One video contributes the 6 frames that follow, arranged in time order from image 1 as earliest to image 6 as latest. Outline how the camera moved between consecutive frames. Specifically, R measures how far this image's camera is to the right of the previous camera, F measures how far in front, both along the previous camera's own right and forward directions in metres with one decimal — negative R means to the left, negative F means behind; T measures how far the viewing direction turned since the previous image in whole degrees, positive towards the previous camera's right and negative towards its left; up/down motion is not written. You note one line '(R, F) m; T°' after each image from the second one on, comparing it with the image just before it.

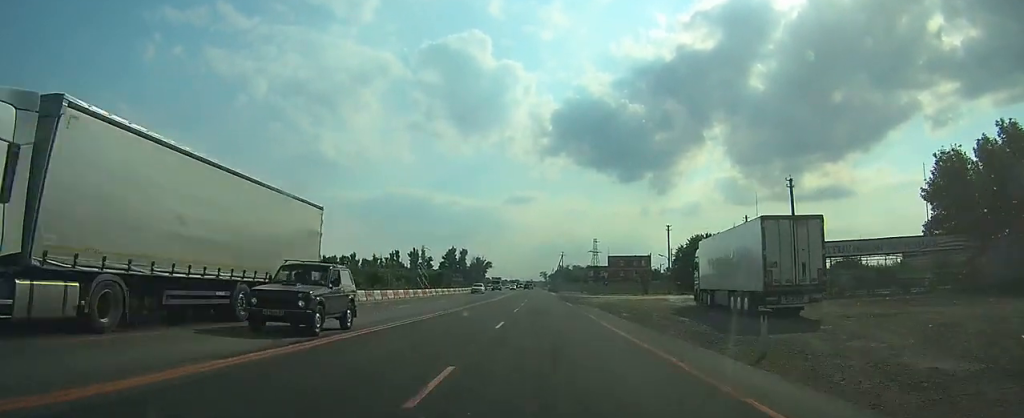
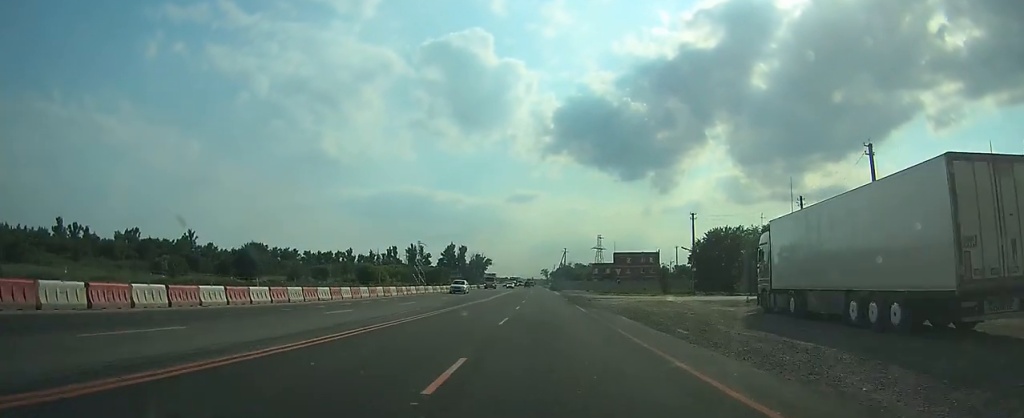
(0.0, +11.0) m; 0°
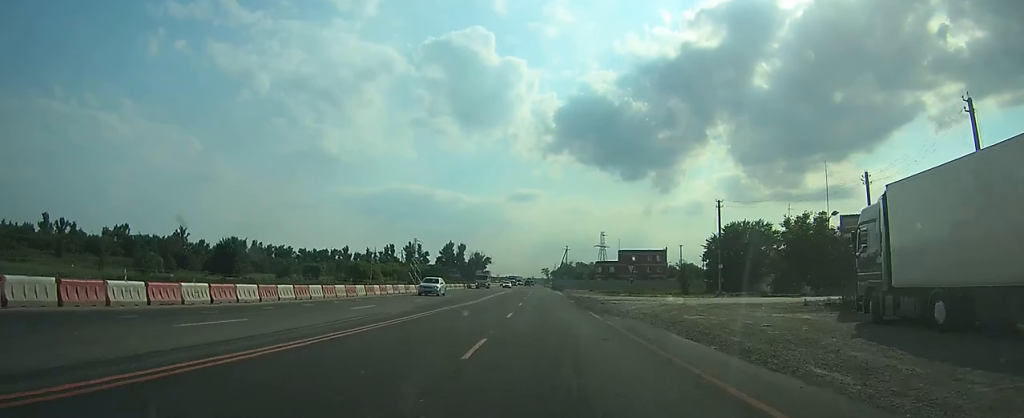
(0.0, +8.8) m; 0°
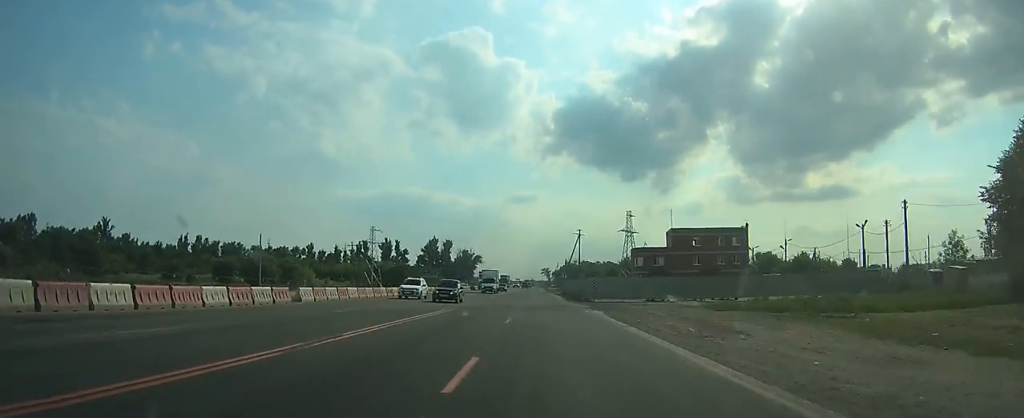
(+0.2, +62.7) m; 0°
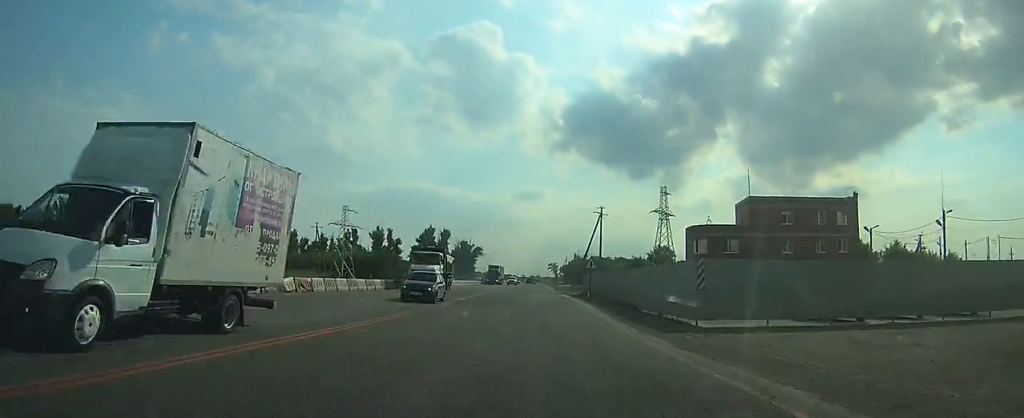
(-0.1, +33.6) m; 0°
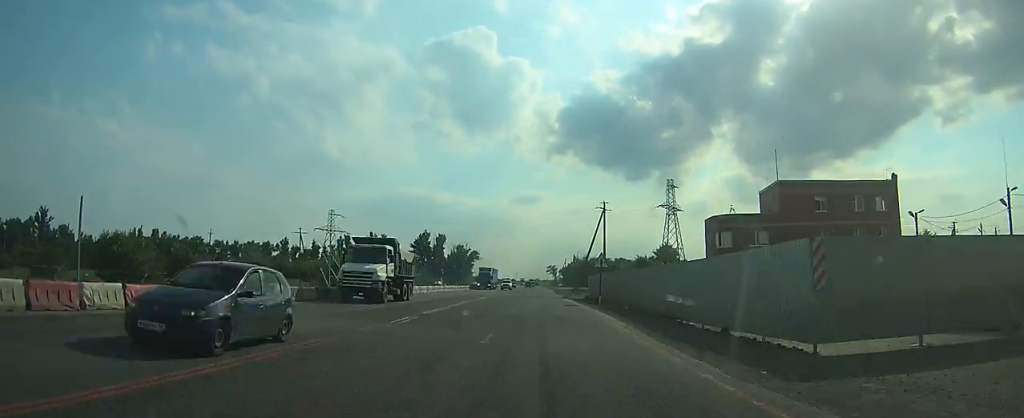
(0.0, +8.7) m; 0°
